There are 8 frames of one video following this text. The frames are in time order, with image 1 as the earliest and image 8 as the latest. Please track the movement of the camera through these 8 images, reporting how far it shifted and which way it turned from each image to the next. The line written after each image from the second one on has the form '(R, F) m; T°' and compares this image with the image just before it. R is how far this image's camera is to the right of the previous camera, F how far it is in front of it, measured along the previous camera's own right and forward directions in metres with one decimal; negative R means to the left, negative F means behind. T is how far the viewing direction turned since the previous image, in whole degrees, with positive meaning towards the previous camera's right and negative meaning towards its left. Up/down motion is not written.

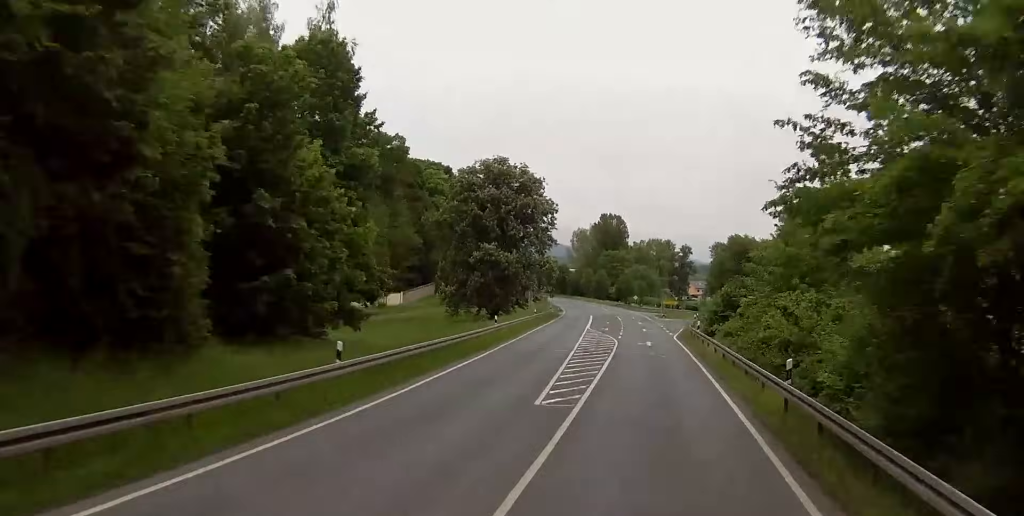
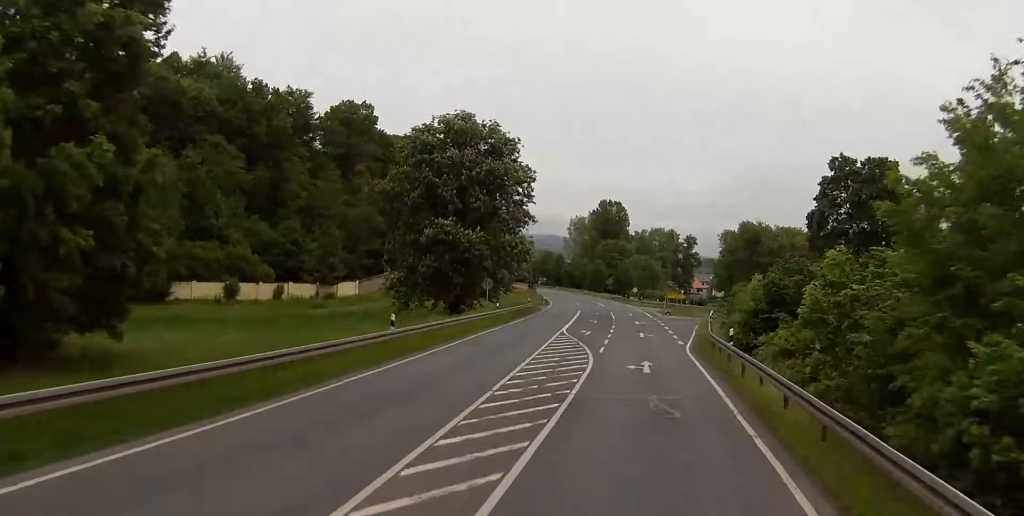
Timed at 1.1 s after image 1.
(0.0, +21.1) m; 0°
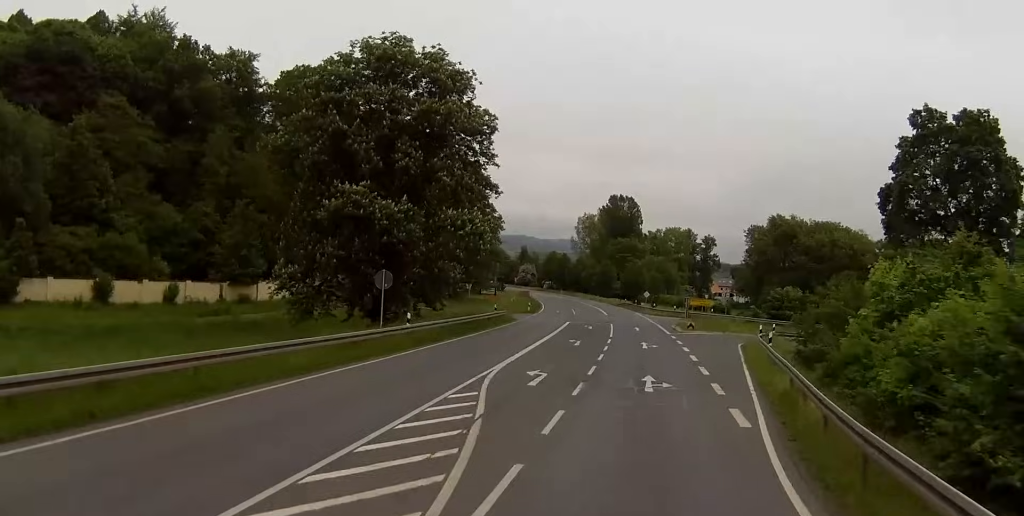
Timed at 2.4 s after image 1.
(+0.1, +26.1) m; -1°
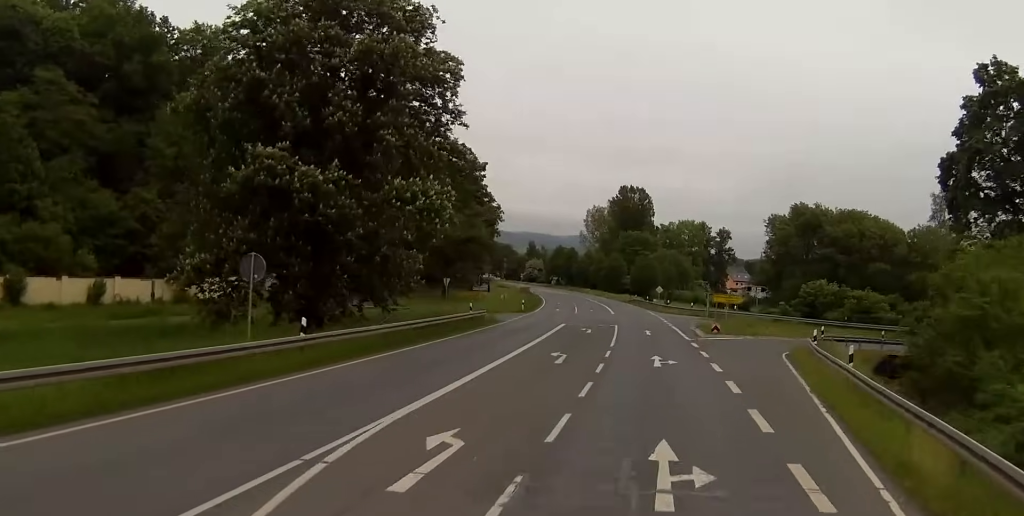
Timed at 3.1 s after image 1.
(0.0, +13.0) m; -1°
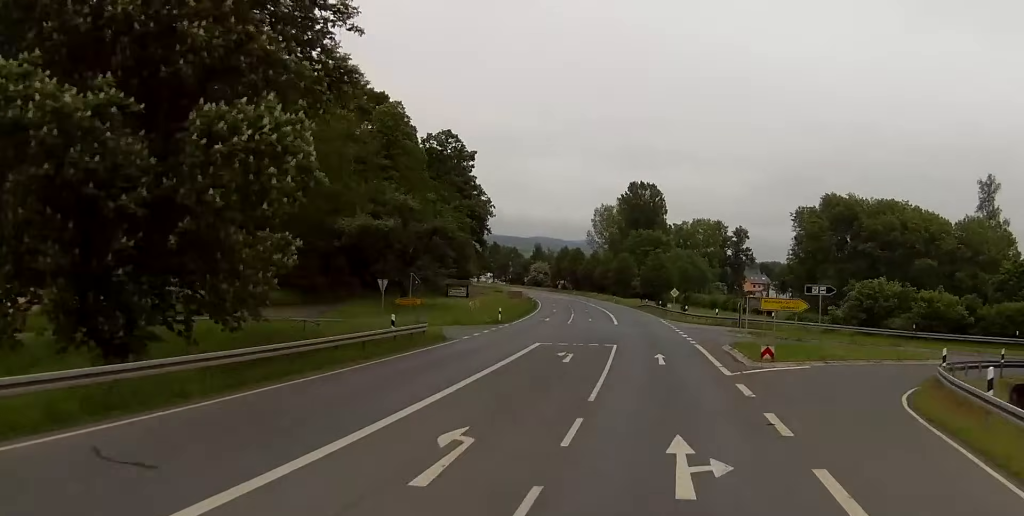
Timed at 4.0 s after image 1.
(-0.4, +18.0) m; -1°
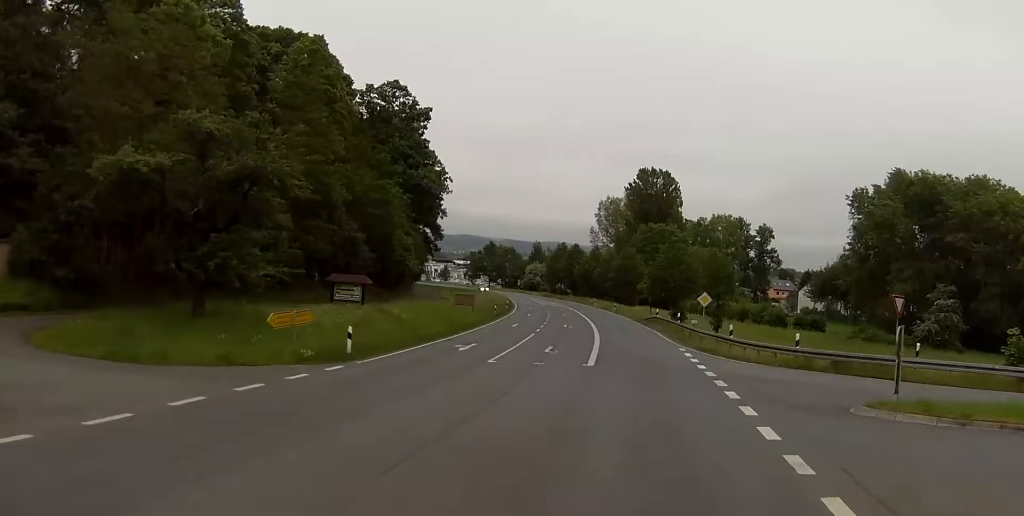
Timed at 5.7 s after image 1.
(0.0, +33.3) m; 0°
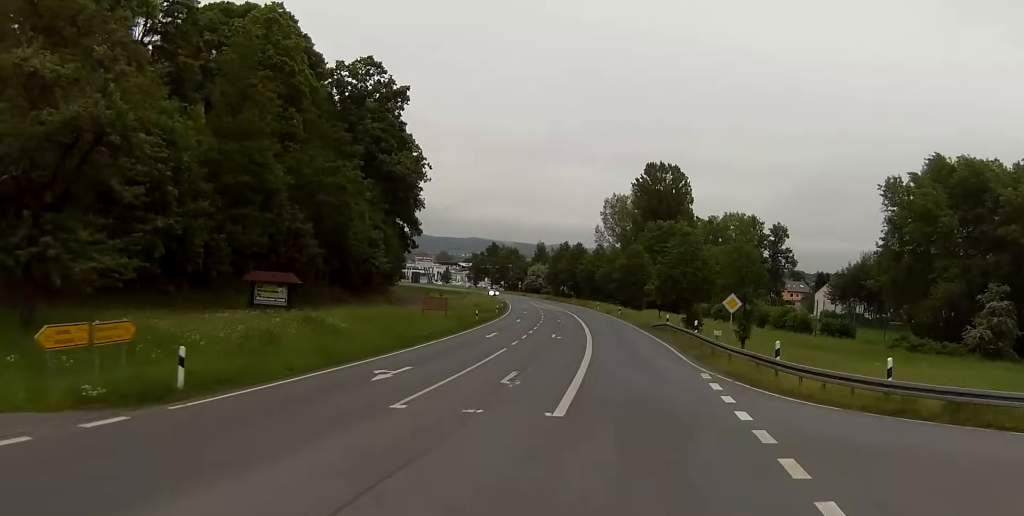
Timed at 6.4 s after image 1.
(0.0, +12.1) m; 0°
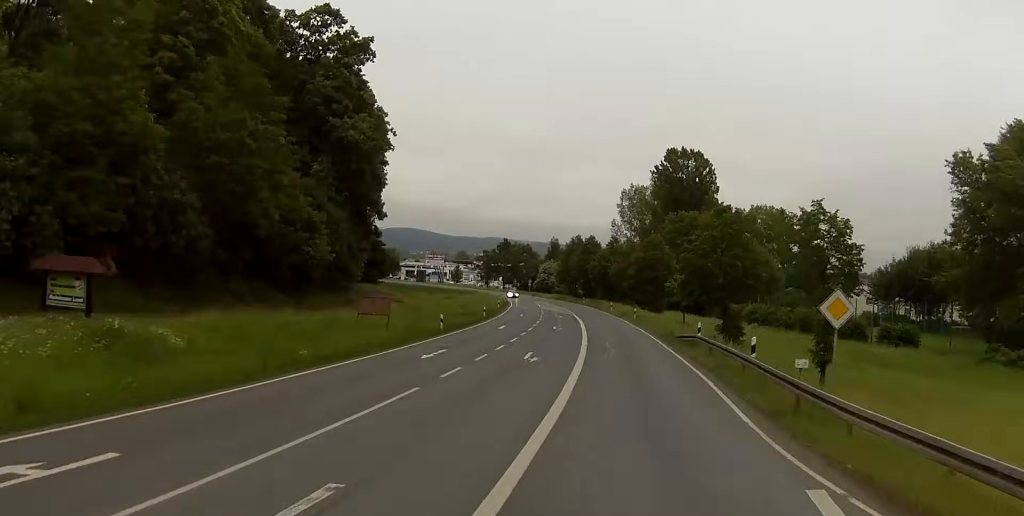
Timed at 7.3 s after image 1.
(-0.1, +17.2) m; -1°
